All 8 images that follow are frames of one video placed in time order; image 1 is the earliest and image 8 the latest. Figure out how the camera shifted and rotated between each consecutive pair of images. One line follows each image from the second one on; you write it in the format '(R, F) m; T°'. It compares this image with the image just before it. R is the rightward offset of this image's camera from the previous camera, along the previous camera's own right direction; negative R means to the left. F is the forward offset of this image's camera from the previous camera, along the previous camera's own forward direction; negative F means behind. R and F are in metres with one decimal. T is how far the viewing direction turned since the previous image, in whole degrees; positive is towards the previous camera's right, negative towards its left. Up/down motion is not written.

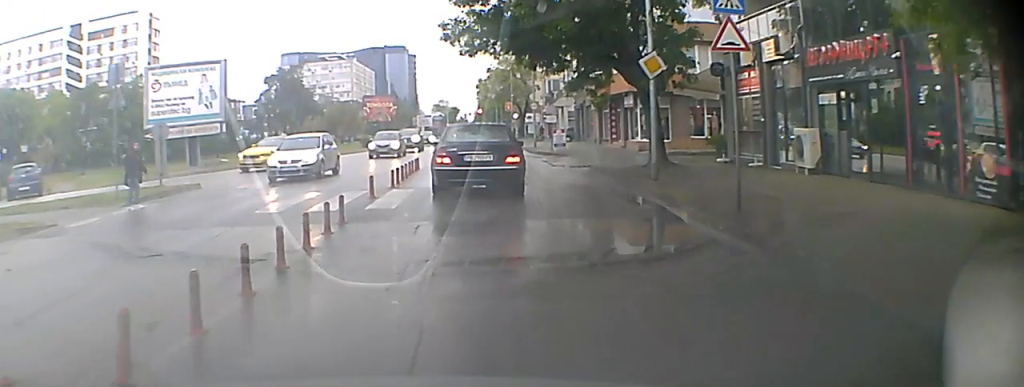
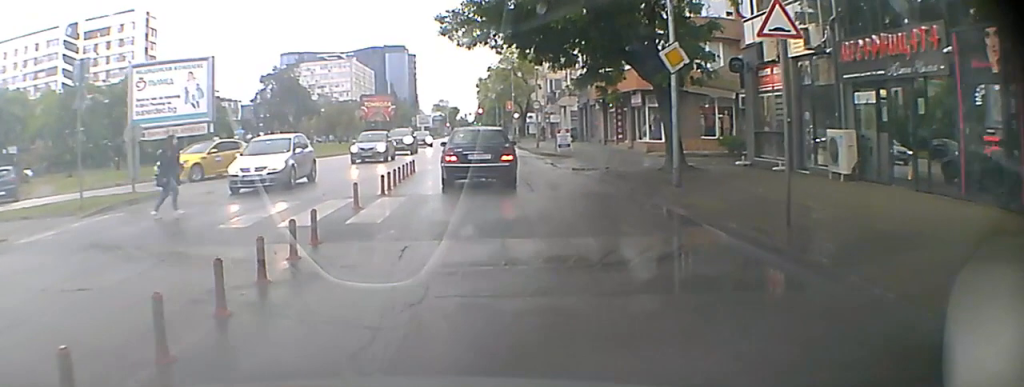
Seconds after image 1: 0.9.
(0.0, +7.8) m; 0°
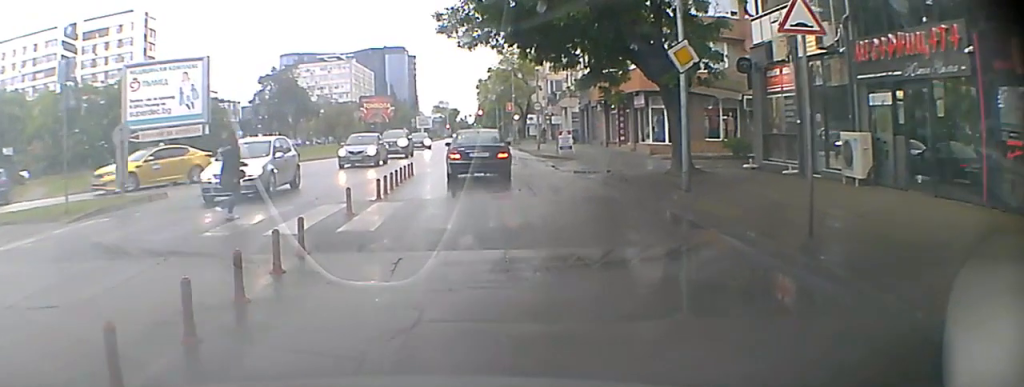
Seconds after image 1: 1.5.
(0.0, +5.1) m; 0°
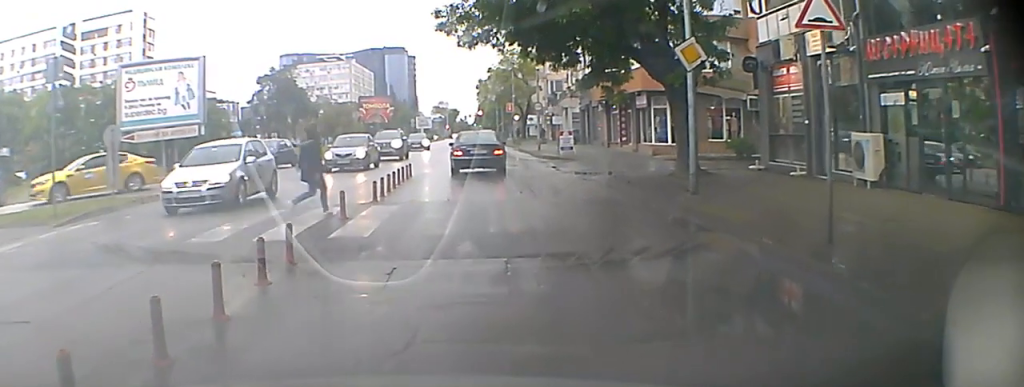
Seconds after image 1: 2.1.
(0.0, +4.9) m; 0°
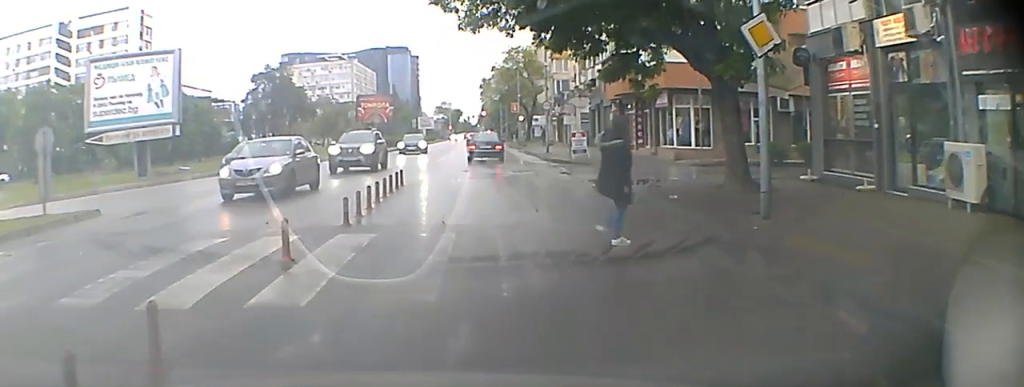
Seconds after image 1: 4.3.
(+0.4, +16.0) m; +3°
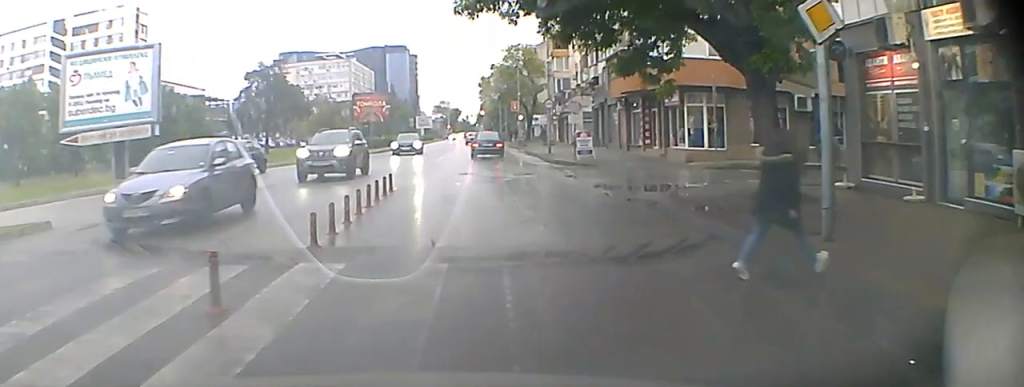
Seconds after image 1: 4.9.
(0.0, +4.1) m; -1°
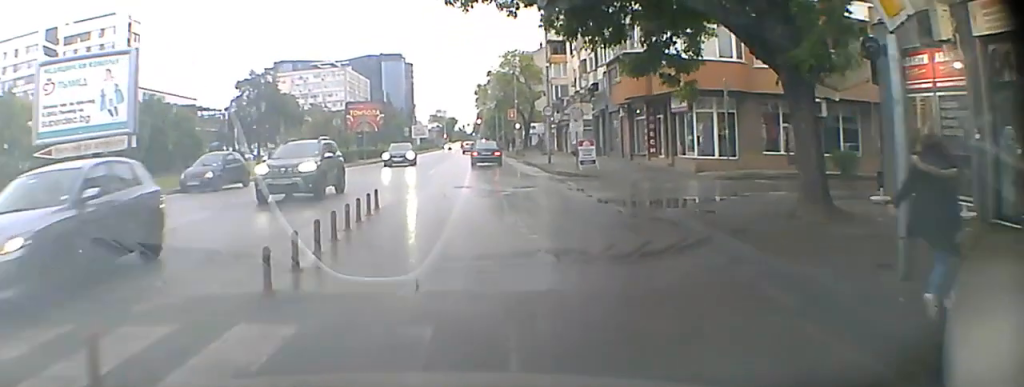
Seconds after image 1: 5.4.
(0.0, +2.7) m; -1°
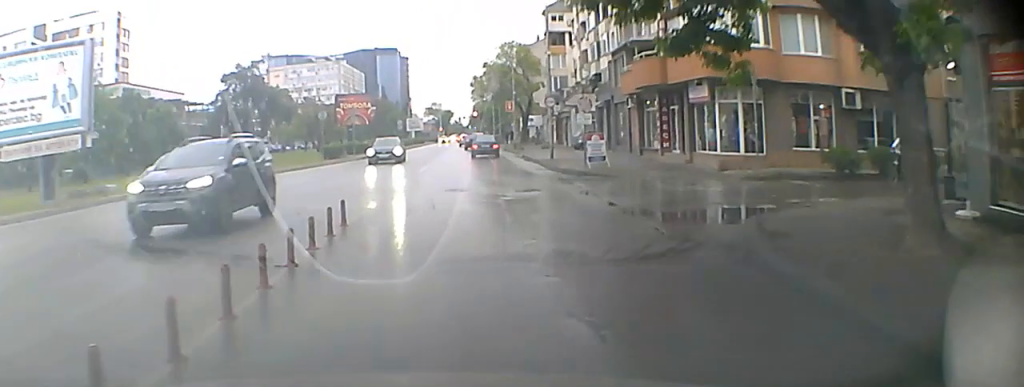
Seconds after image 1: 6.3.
(-0.1, +4.5) m; -1°
